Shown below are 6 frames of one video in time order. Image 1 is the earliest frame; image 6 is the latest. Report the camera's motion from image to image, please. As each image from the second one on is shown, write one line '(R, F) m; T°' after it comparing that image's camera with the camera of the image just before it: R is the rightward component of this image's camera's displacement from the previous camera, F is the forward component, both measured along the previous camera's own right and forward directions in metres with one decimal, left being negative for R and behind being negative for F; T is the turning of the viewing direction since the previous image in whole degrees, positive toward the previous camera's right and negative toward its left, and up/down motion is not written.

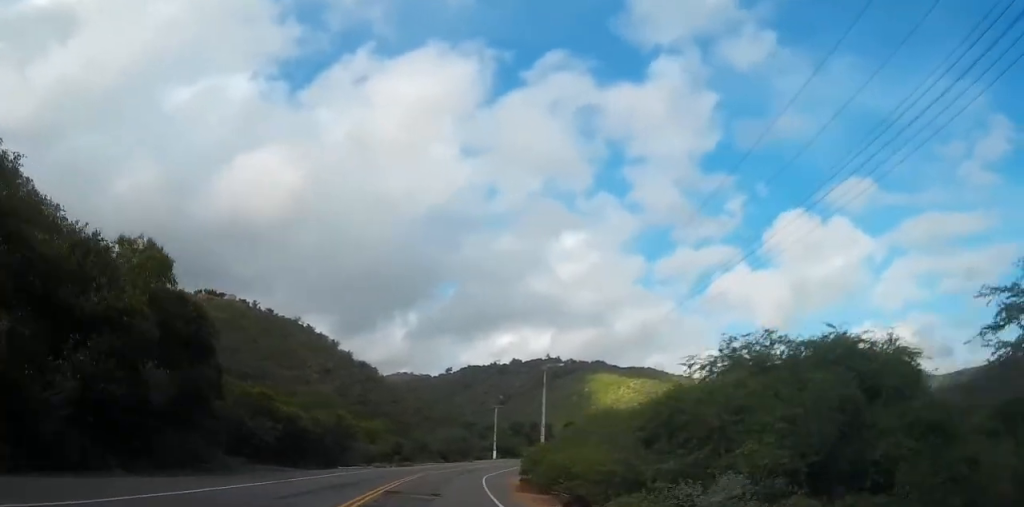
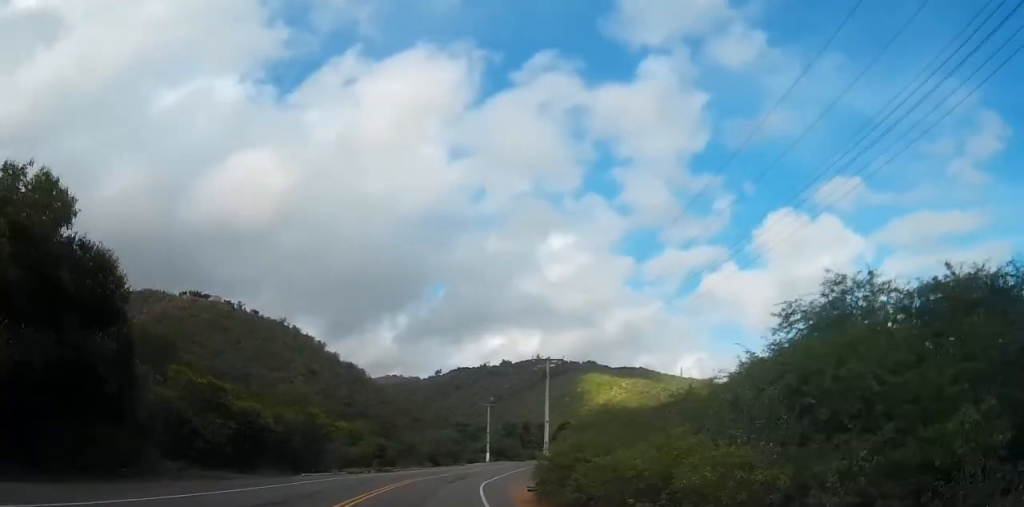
(+0.1, +8.8) m; +1°
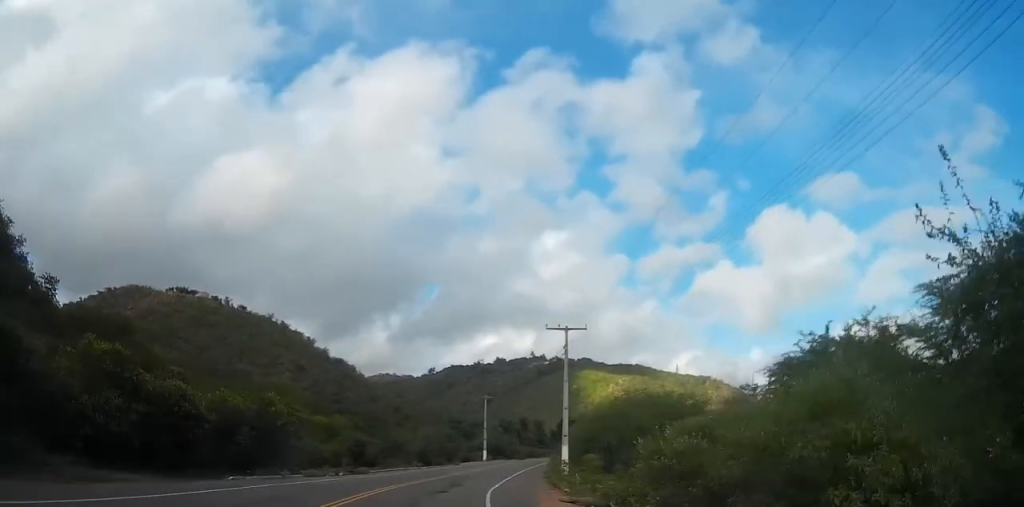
(0.0, +12.0) m; +1°
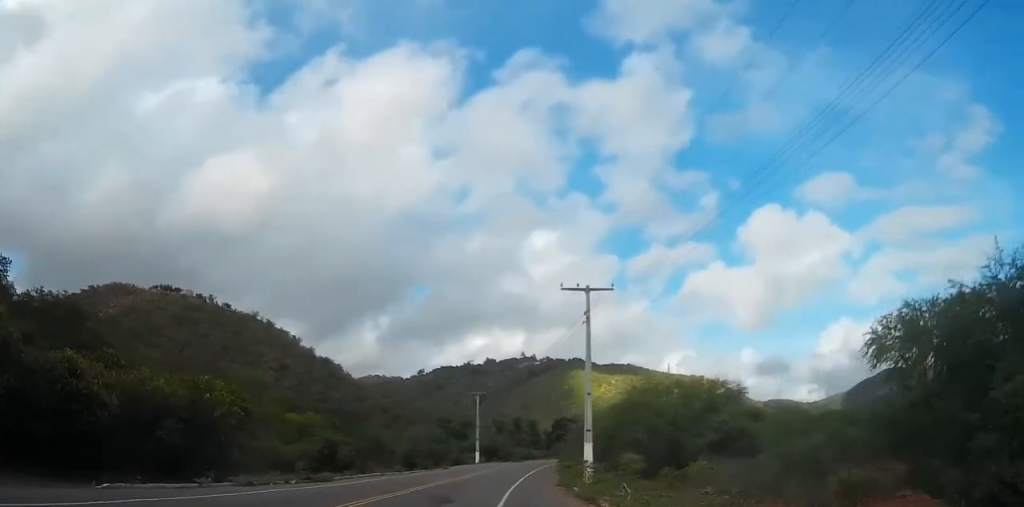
(-0.2, +9.9) m; +1°
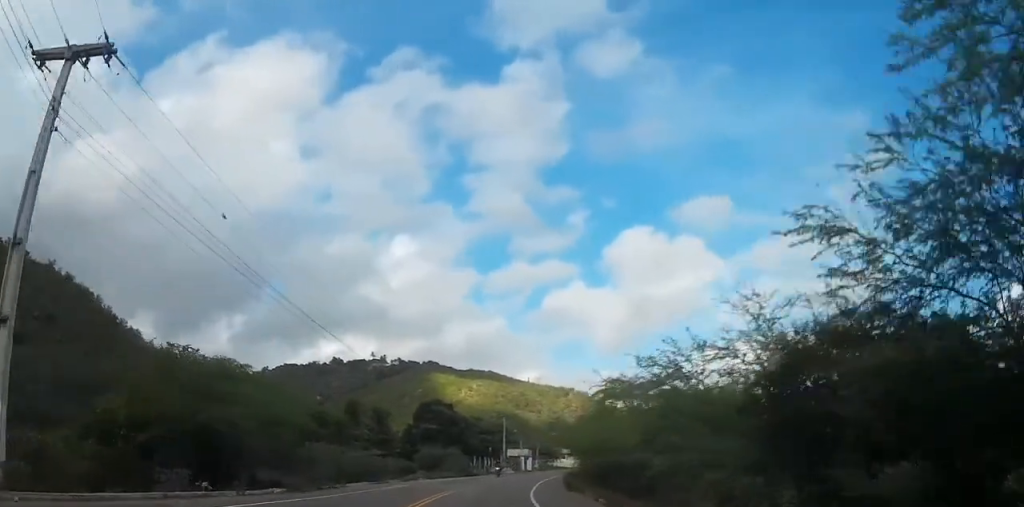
(+8.8, +81.3) m; +12°
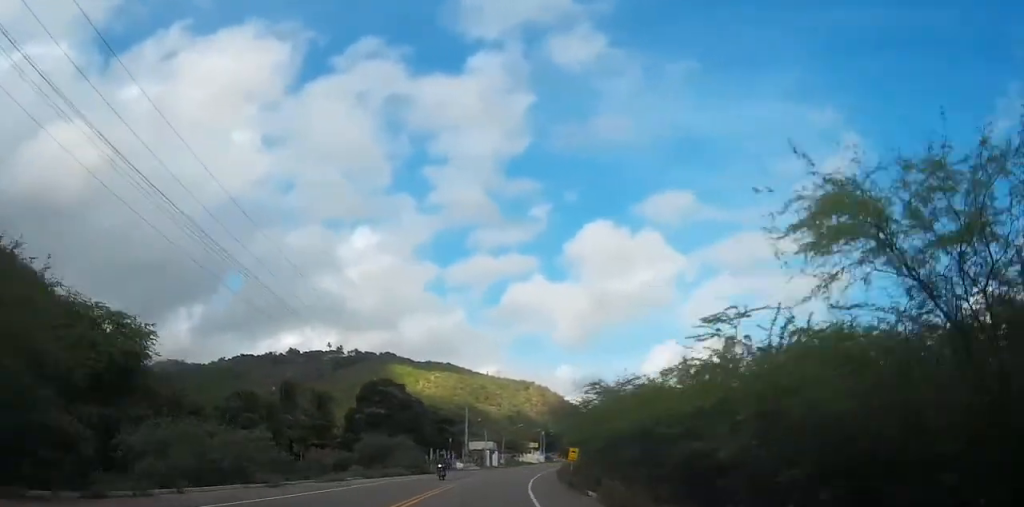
(+0.9, +17.9) m; +4°
